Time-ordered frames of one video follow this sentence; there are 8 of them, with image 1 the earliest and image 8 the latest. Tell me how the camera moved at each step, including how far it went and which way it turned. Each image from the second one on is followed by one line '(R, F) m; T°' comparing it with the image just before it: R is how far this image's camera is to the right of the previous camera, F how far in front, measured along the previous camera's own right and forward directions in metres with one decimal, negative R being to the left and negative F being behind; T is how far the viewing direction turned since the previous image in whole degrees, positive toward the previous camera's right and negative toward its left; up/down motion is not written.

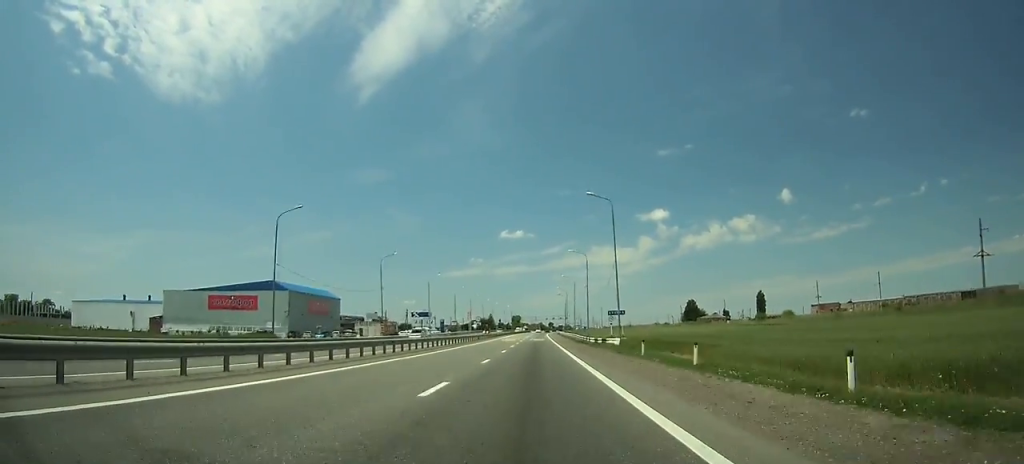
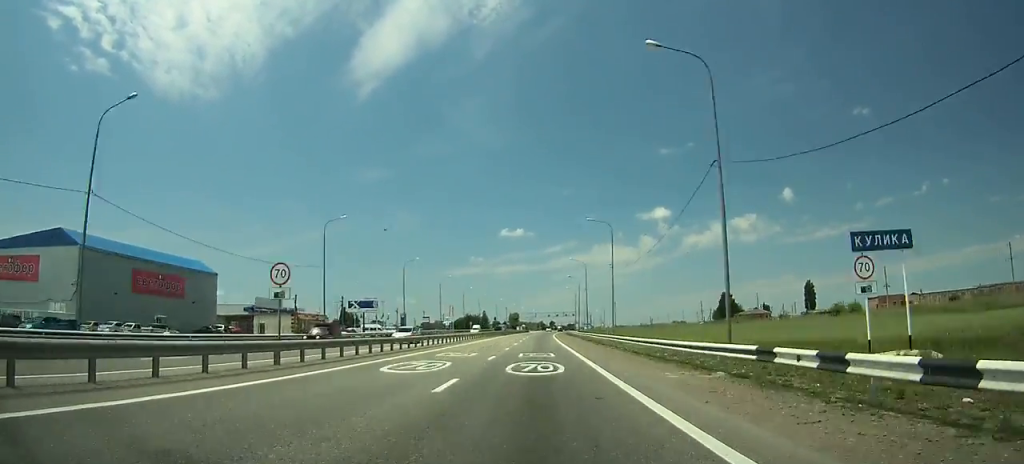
(0.0, +58.9) m; 0°
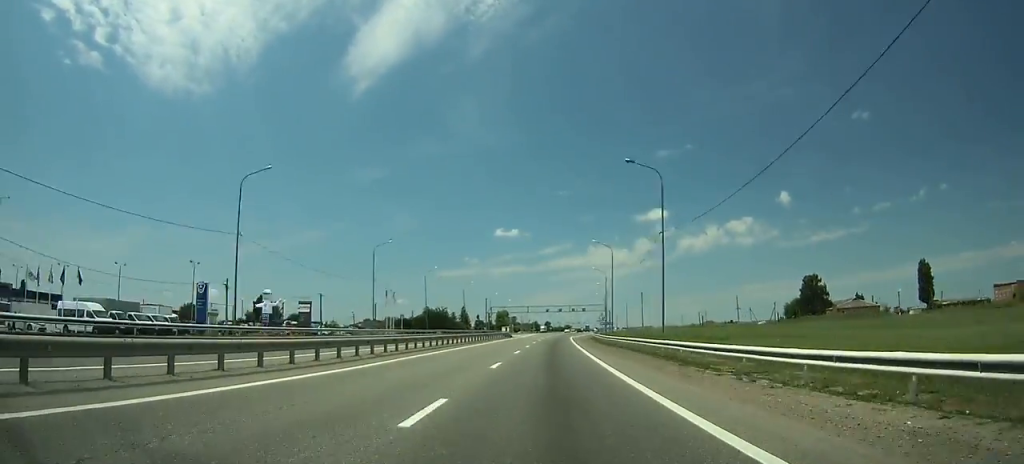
(-0.3, +87.3) m; +1°
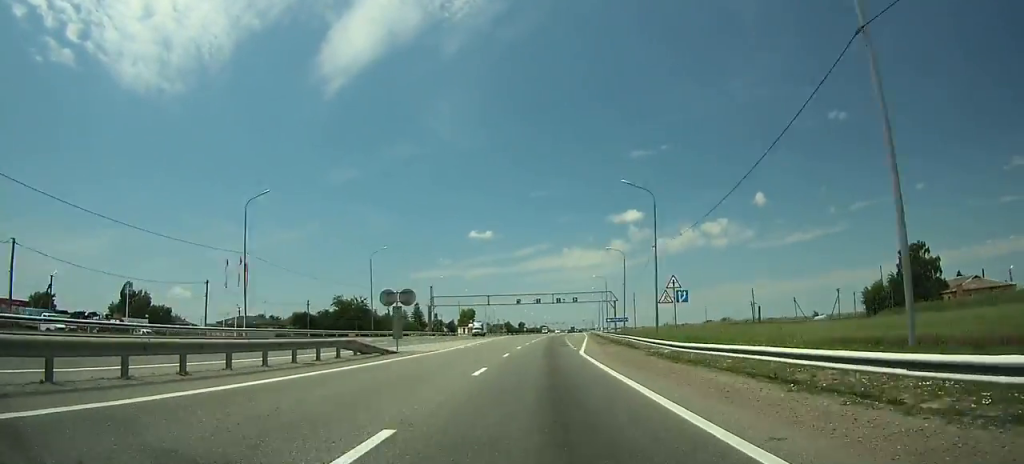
(+1.1, +62.5) m; +2°
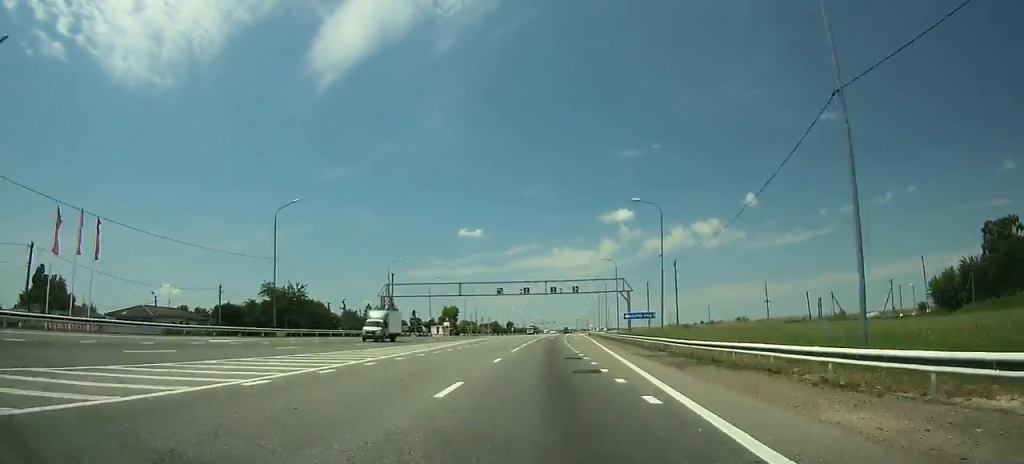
(+0.4, +28.4) m; +1°
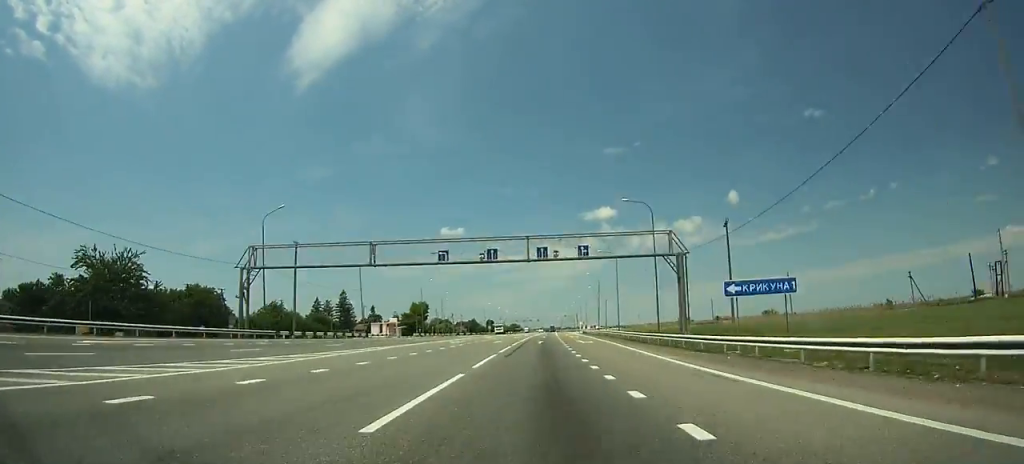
(+0.4, +39.6) m; +1°
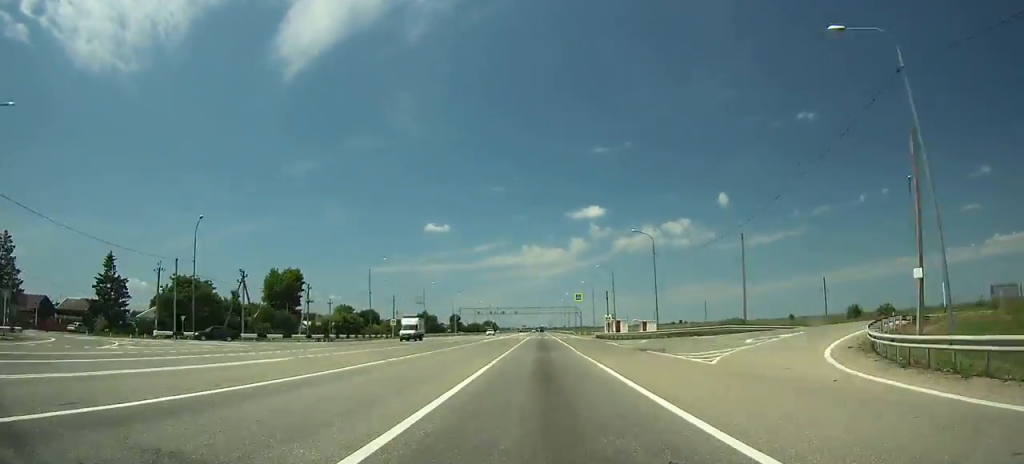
(+3.3, +138.6) m; +2°
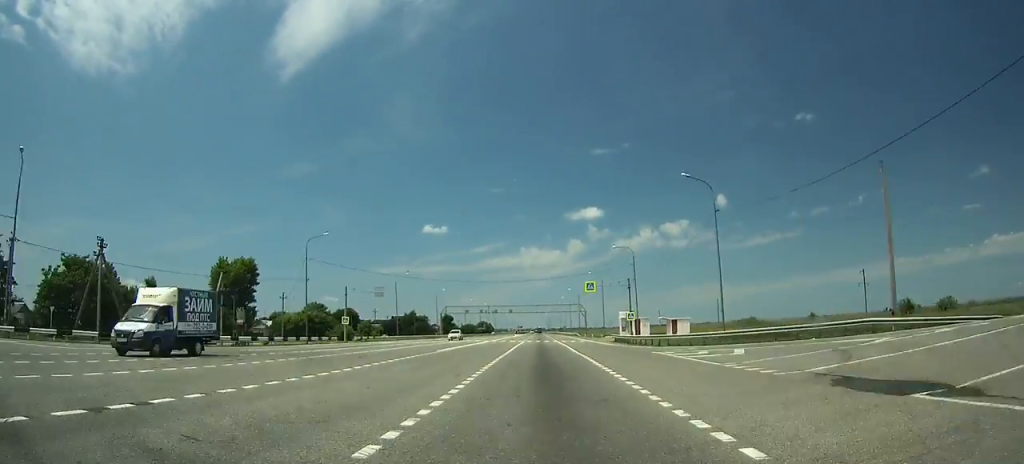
(0.0, +23.5) m; 0°
